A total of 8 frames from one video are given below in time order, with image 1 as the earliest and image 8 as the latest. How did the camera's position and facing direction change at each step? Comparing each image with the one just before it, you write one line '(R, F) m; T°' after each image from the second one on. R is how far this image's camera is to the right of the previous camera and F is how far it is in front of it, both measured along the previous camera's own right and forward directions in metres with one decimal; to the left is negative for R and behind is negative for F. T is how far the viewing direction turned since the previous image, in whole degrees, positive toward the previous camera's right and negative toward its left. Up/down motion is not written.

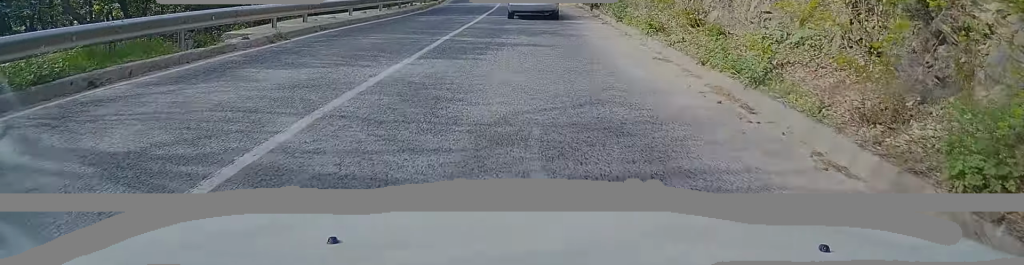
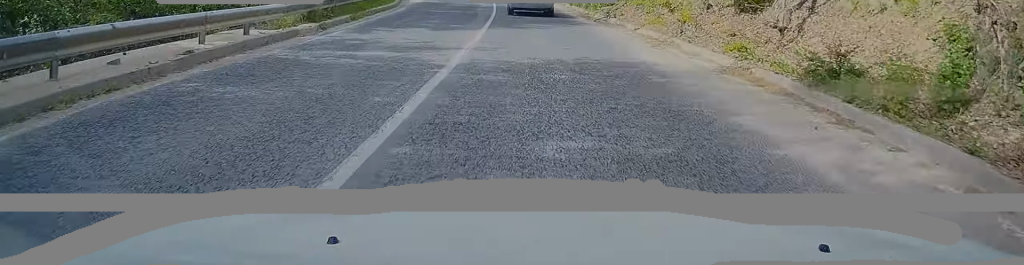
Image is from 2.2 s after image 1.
(-1.0, +27.7) m; -3°
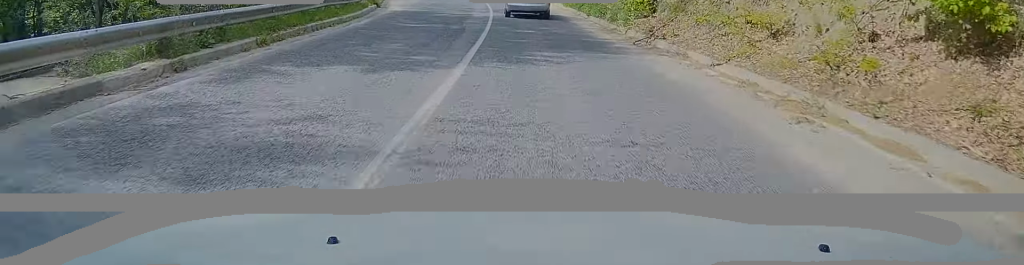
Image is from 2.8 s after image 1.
(0.0, +7.7) m; 0°
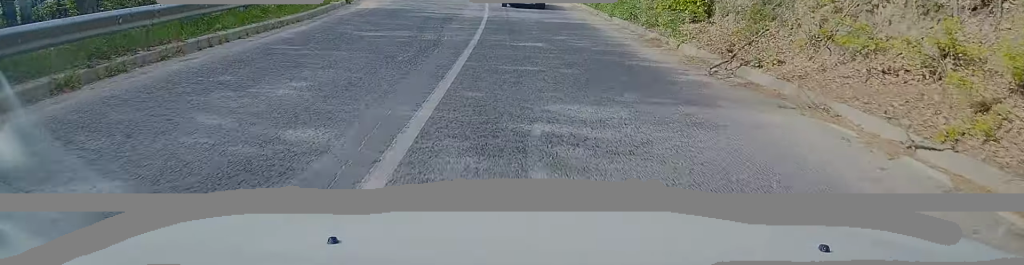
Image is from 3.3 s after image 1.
(-0.1, +6.4) m; 0°
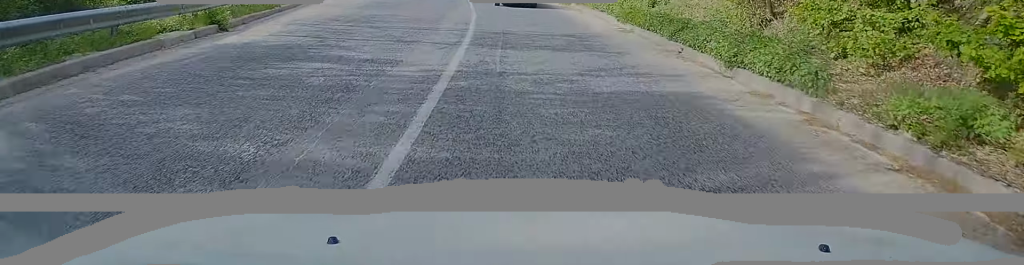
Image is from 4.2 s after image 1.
(-0.1, +12.3) m; -1°
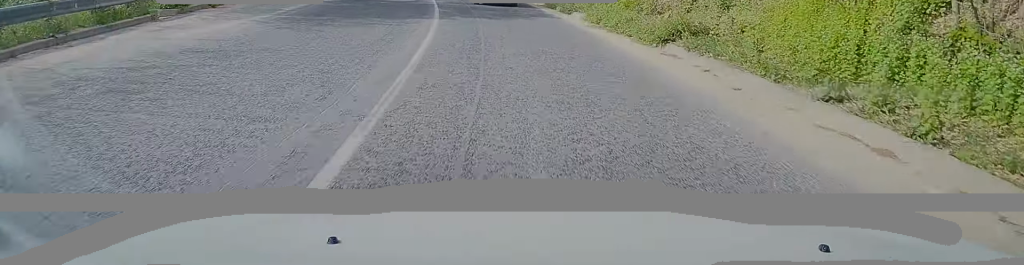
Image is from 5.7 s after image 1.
(-0.2, +17.7) m; -2°
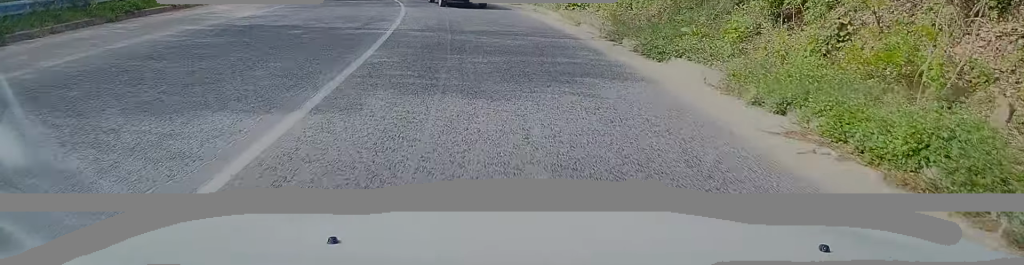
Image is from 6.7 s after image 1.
(-0.2, +12.6) m; -2°
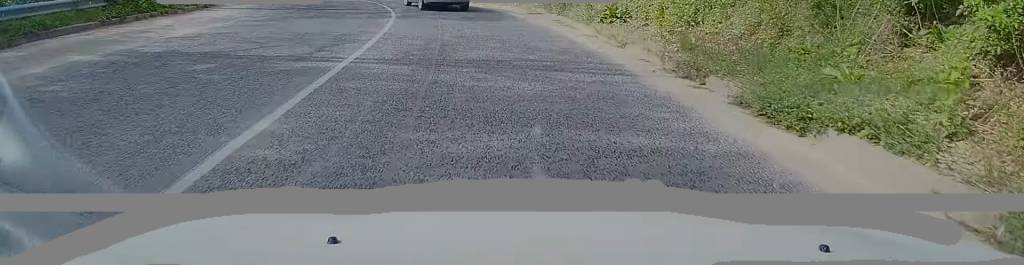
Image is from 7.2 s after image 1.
(-0.1, +4.9) m; -2°
